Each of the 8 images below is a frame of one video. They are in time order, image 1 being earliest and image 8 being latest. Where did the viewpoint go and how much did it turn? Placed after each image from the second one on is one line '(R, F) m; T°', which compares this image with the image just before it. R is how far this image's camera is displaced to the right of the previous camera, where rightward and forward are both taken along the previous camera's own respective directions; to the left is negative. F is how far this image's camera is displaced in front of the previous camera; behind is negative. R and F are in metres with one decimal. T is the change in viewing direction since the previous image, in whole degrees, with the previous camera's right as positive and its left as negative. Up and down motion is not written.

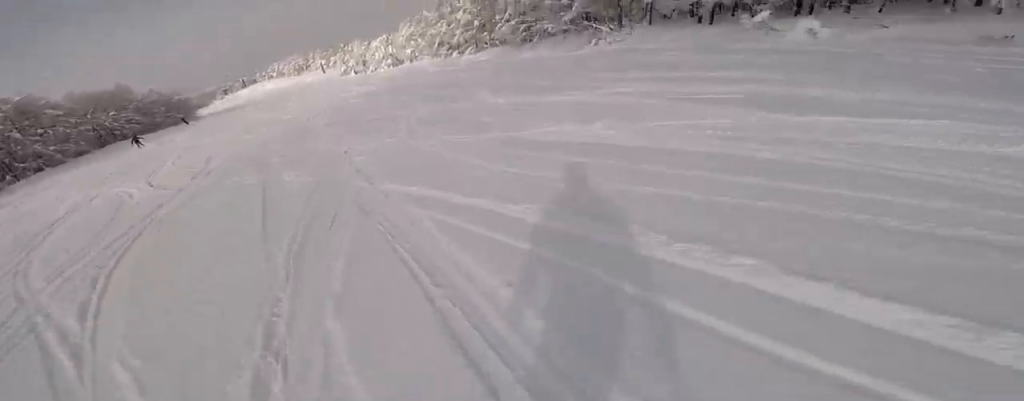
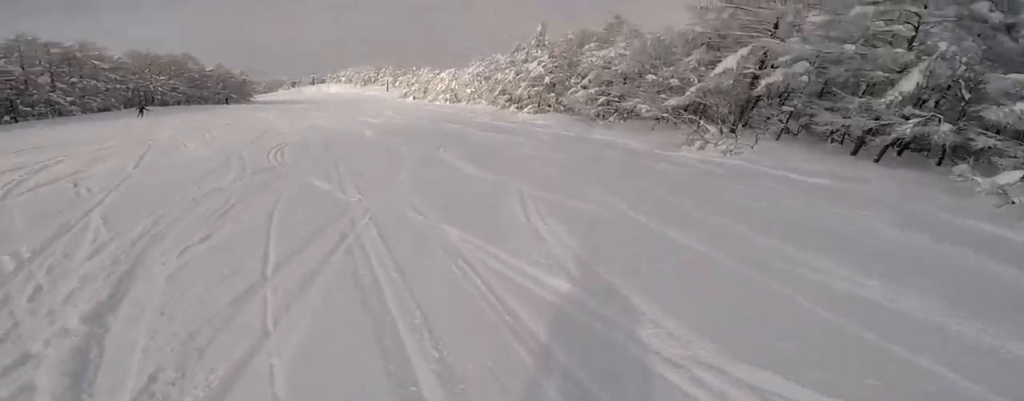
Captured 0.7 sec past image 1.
(+0.4, +7.4) m; -10°
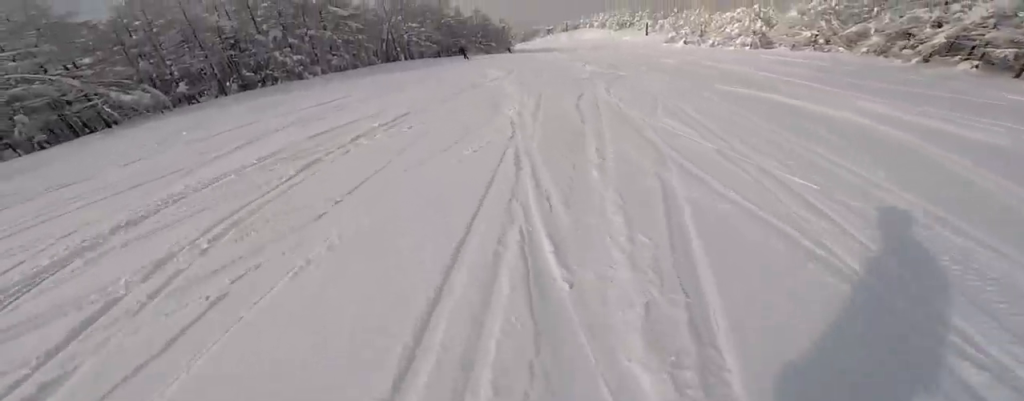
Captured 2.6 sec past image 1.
(-6.0, +20.6) m; -19°
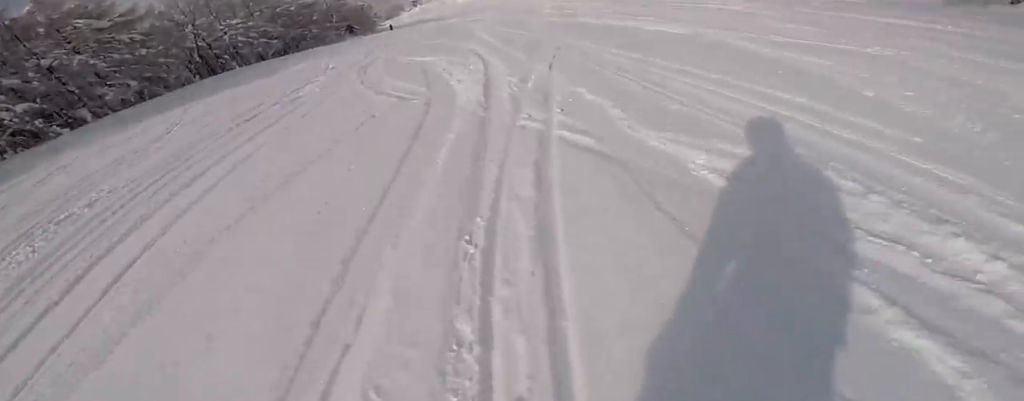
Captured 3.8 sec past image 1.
(+0.1, +12.3) m; +16°
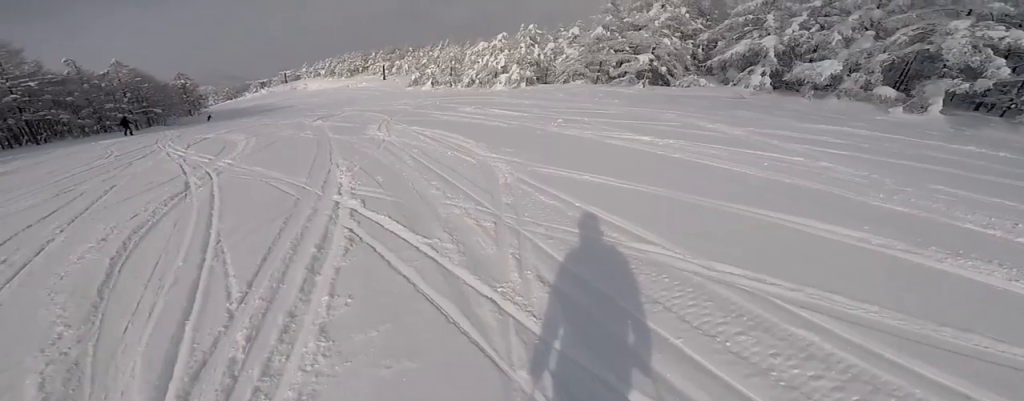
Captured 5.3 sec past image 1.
(+4.9, +14.2) m; +13°
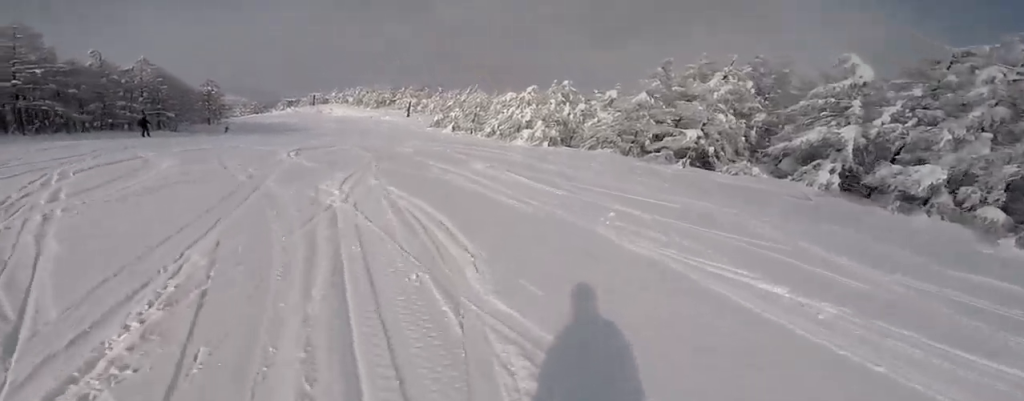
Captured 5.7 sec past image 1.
(+1.0, +4.0) m; -7°
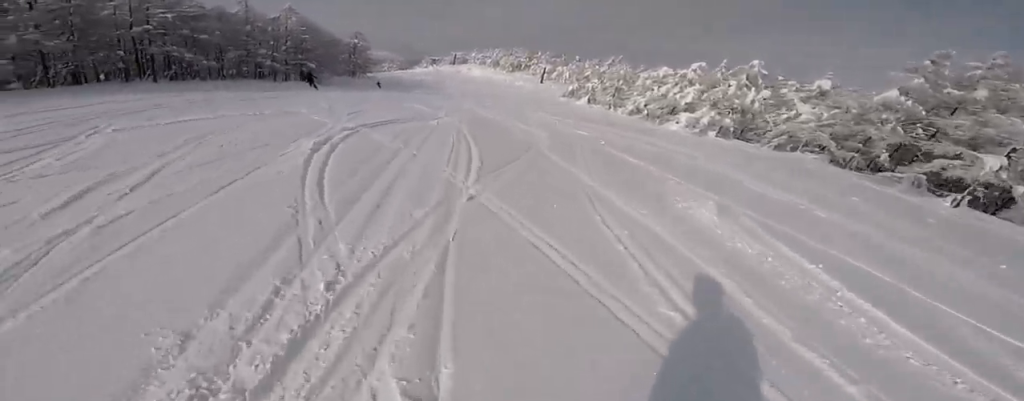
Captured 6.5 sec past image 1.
(-2.5, +7.4) m; -17°
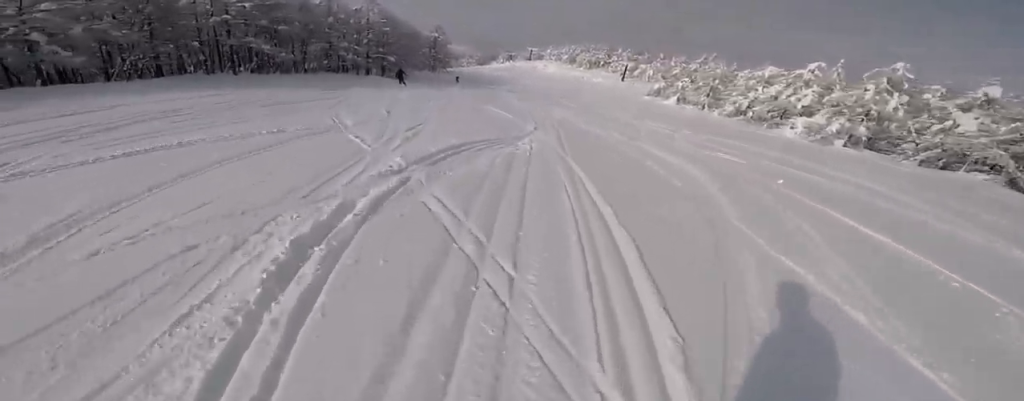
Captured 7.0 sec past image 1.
(-0.5, +4.6) m; -6°
